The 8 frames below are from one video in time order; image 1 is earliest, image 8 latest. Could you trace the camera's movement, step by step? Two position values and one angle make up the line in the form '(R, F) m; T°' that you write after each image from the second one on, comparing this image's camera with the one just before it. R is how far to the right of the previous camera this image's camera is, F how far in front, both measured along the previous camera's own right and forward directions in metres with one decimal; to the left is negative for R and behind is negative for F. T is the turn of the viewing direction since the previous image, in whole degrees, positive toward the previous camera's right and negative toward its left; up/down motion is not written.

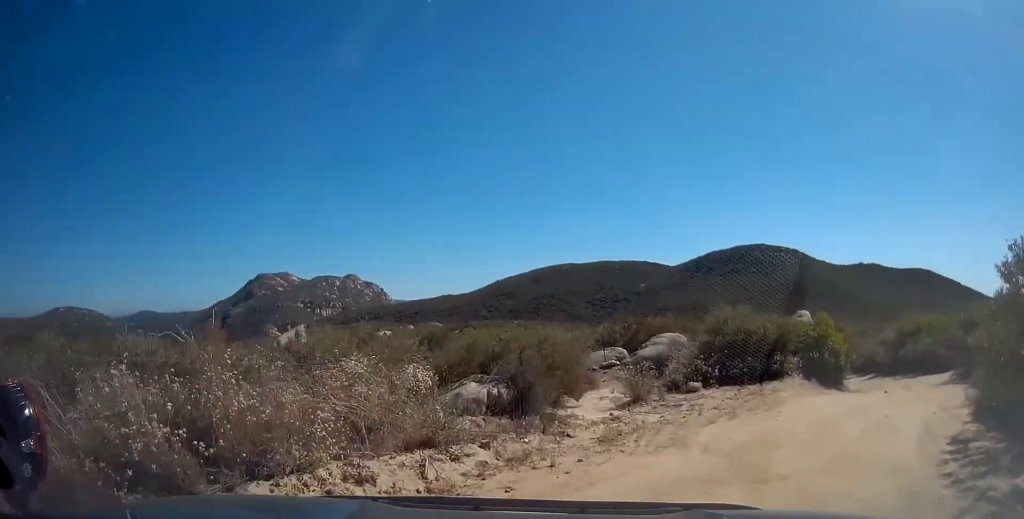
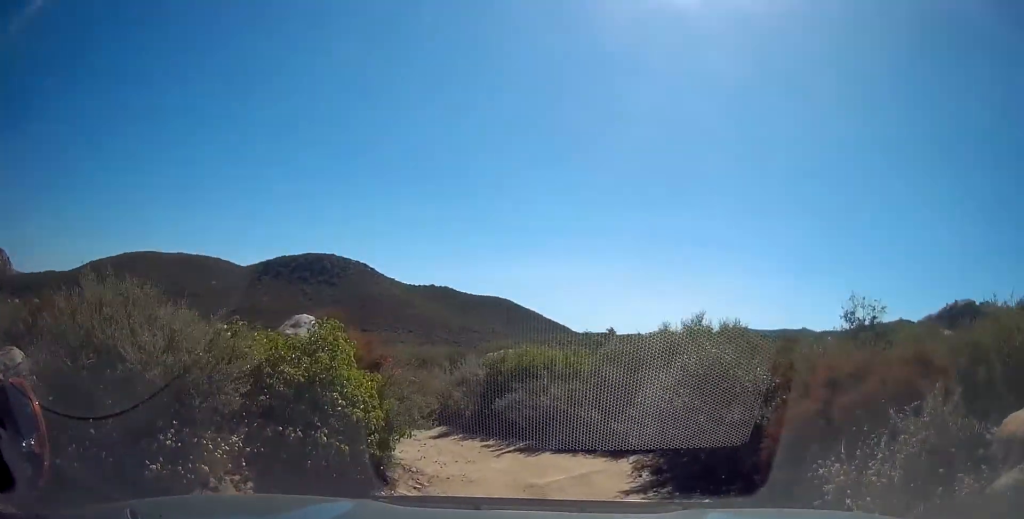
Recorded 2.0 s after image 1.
(+4.9, +10.0) m; +44°
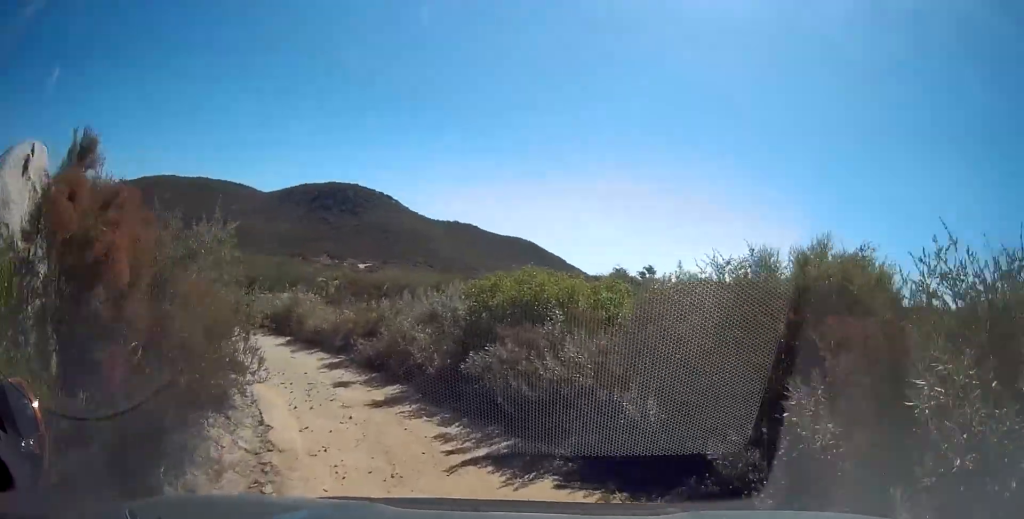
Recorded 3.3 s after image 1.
(+0.1, +6.7) m; -3°
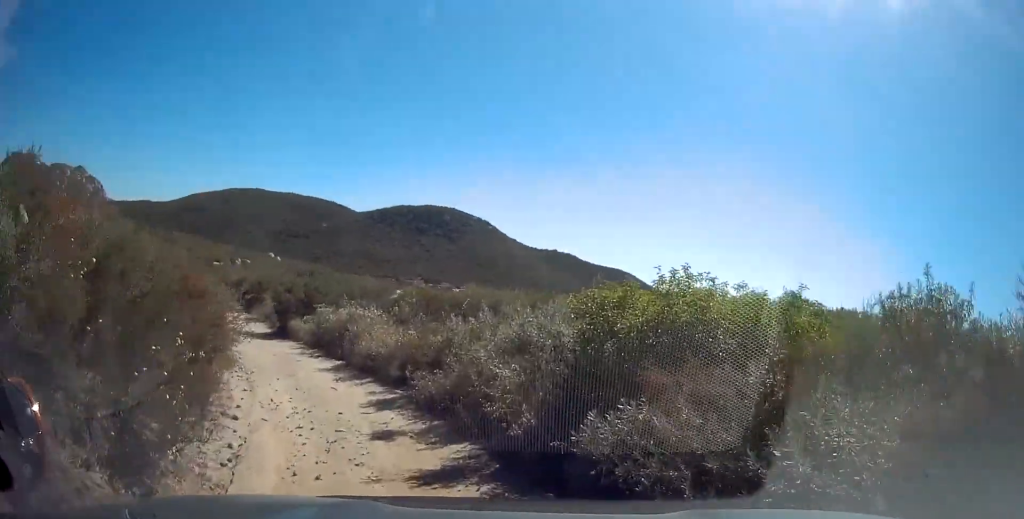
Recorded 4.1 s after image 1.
(0.0, +4.2) m; -10°
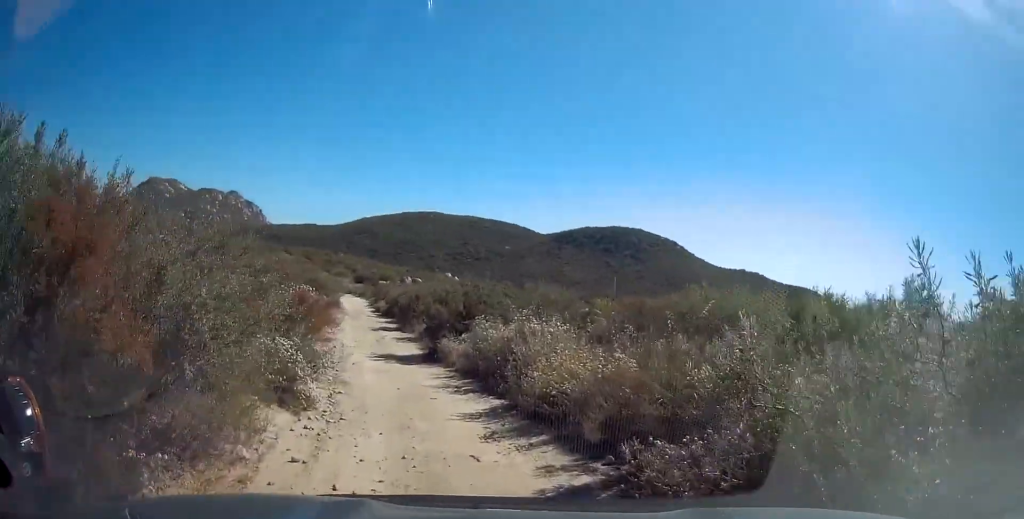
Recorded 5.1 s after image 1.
(-0.9, +5.6) m; -20°
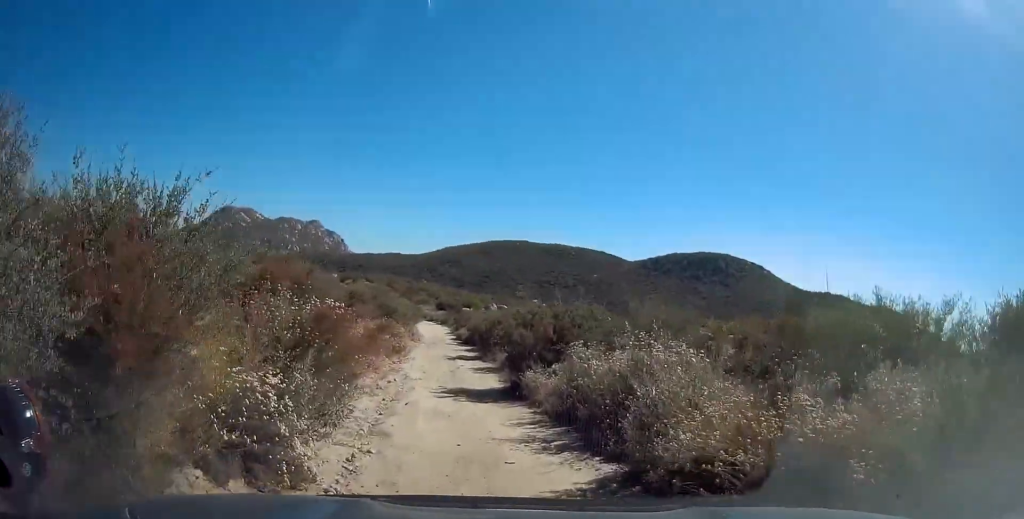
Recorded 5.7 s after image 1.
(-0.5, +3.3) m; -6°
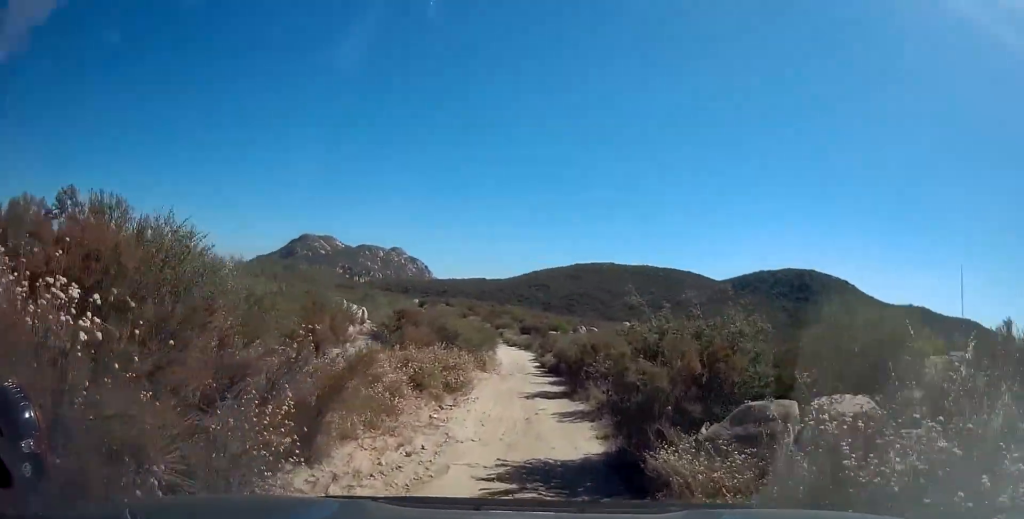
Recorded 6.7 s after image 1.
(-0.5, +6.1) m; -9°
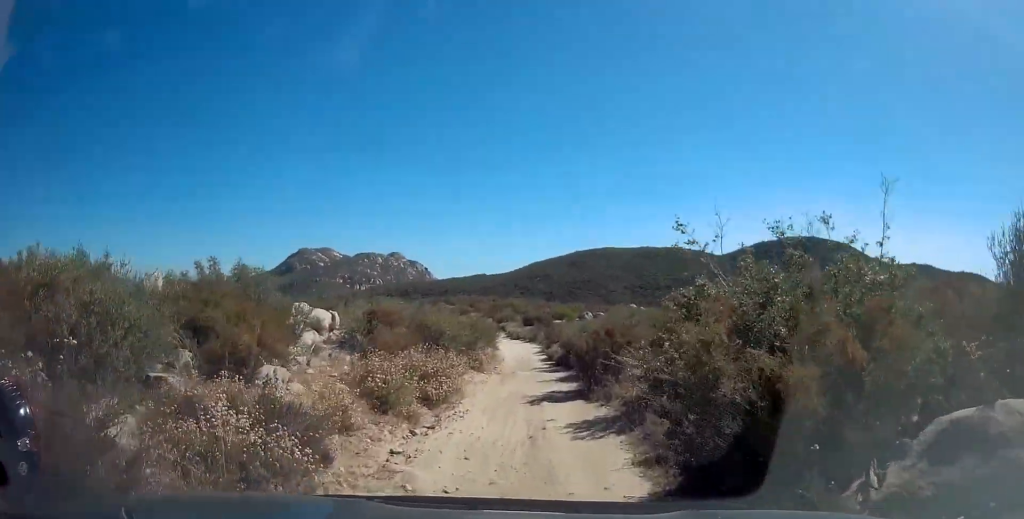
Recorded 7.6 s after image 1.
(-0.3, +4.7) m; -2°
